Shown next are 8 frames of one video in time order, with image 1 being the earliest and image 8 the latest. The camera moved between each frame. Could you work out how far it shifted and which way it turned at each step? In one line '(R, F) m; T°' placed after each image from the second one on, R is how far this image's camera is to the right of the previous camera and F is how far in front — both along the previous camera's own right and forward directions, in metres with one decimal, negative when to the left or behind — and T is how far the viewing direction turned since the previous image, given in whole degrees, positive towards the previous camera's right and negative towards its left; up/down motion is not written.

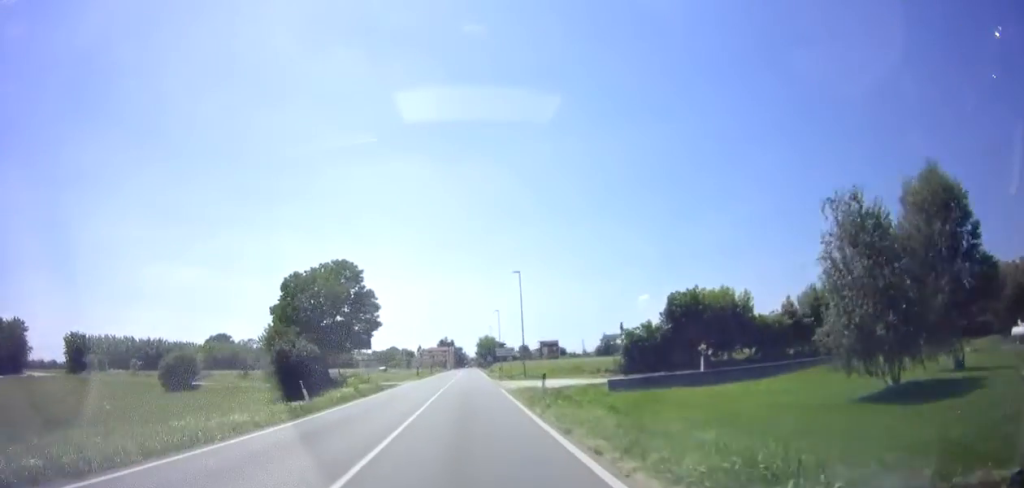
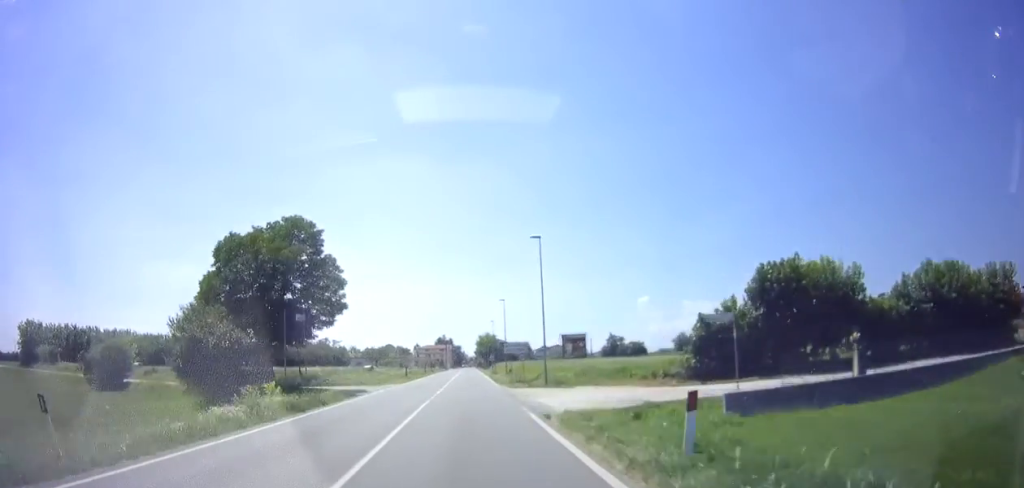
(0.0, +13.0) m; 0°
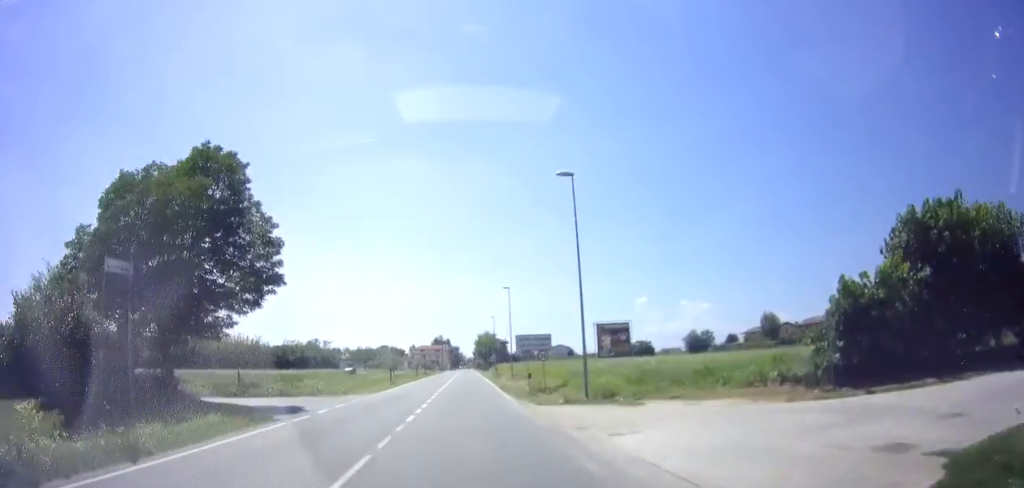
(0.0, +11.2) m; 0°
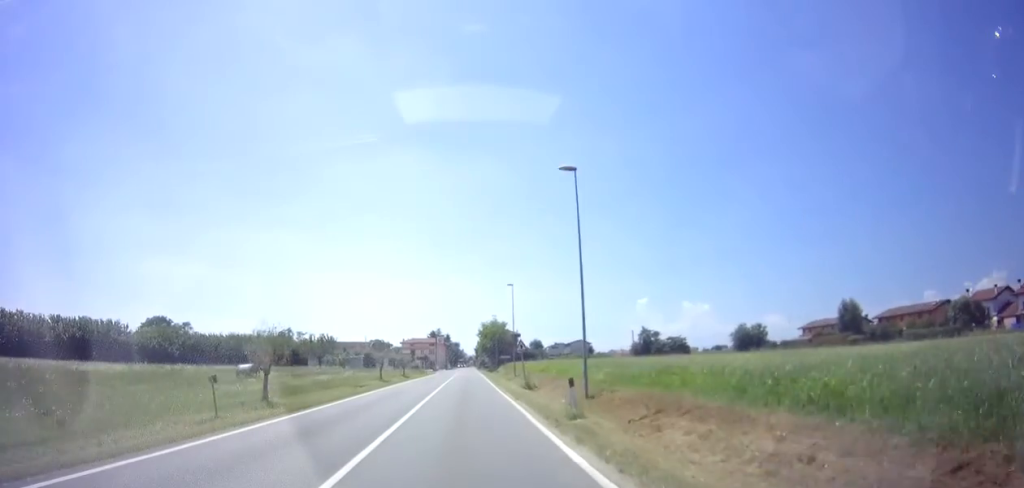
(-0.2, +32.4) m; +1°
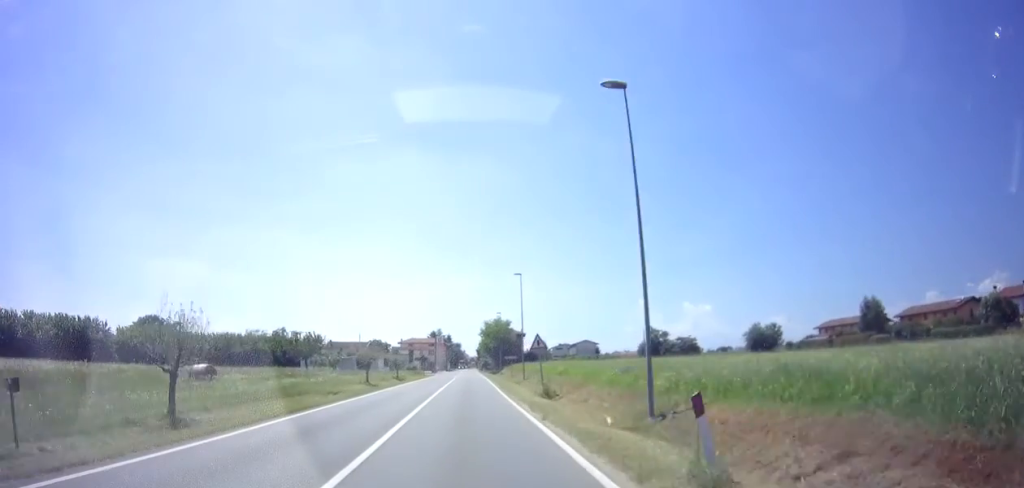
(+0.1, +7.4) m; 0°
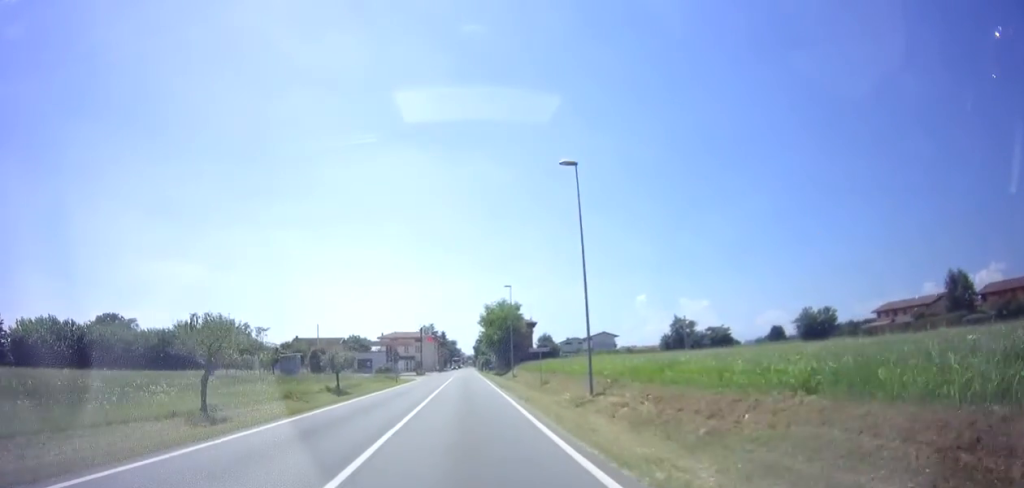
(0.0, +25.1) m; -1°
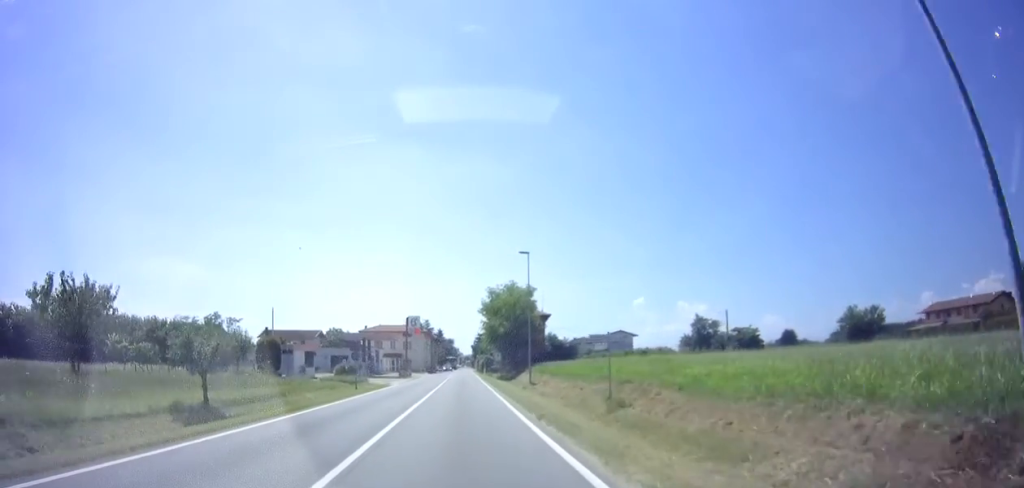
(-0.1, +16.5) m; 0°
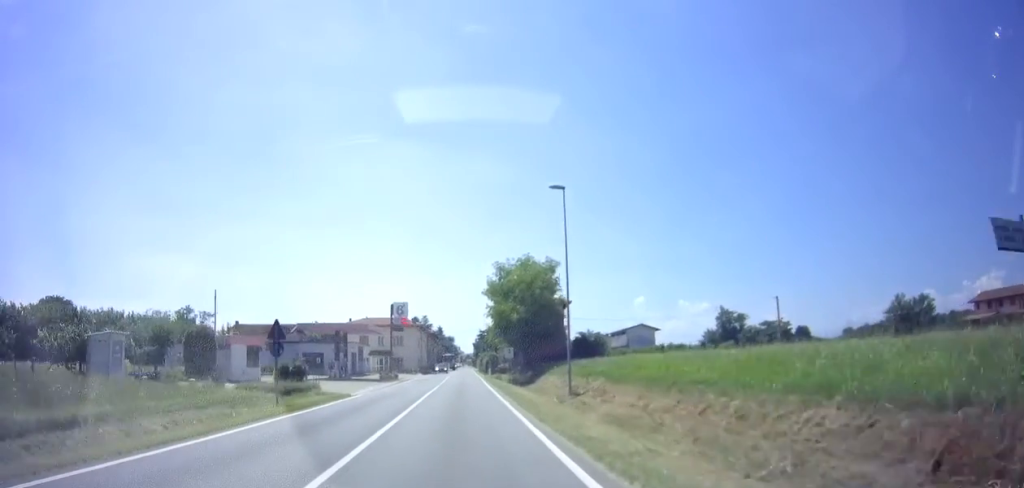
(0.0, +14.3) m; +1°
